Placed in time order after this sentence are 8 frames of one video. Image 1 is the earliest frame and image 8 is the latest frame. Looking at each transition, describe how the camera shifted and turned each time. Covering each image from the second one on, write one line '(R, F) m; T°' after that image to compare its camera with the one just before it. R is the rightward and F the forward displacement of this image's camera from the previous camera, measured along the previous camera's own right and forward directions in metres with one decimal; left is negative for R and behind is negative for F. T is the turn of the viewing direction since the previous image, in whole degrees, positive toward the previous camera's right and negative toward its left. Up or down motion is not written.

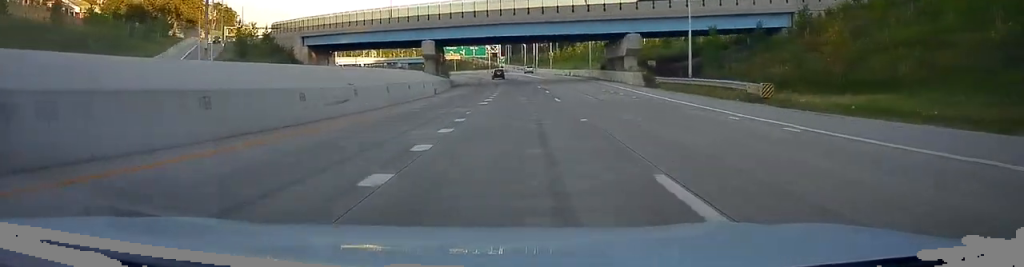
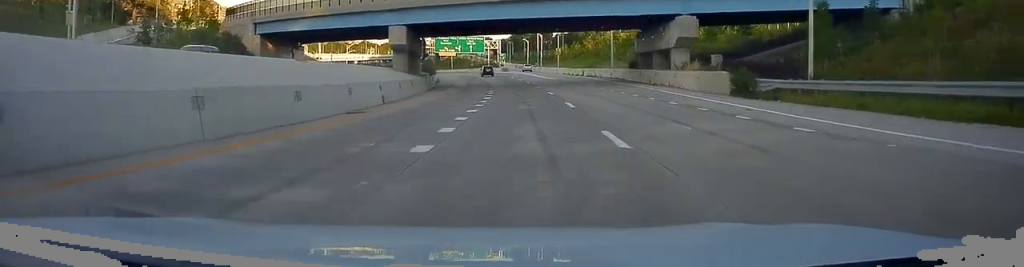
(-0.3, +18.6) m; -2°
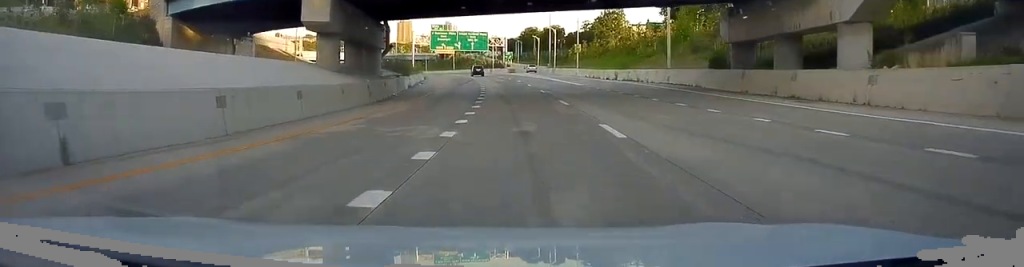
(-0.2, +22.9) m; -1°
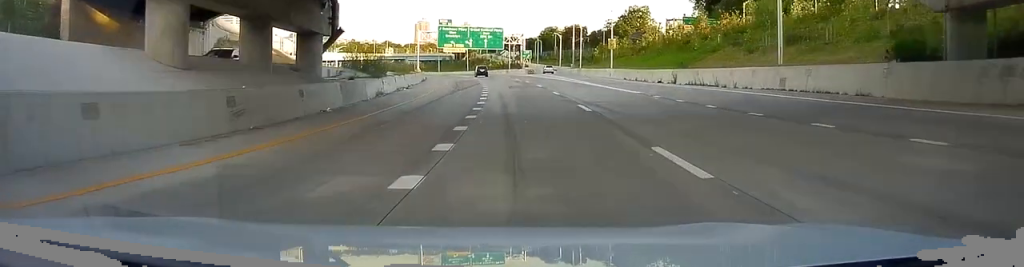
(-0.2, +17.3) m; -1°
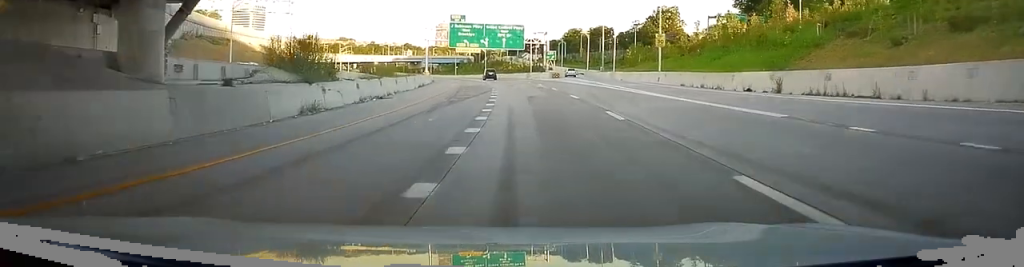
(-0.1, +15.4) m; -1°
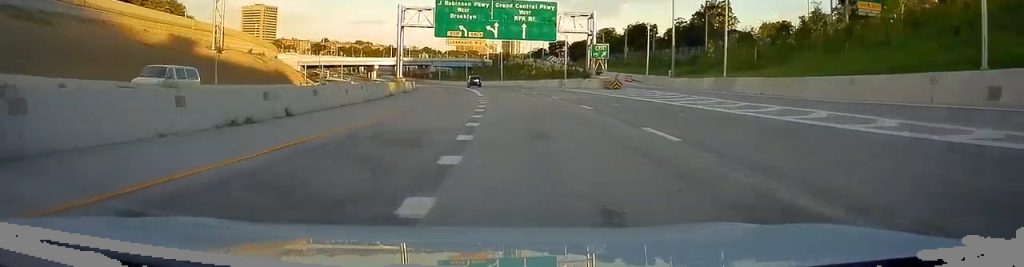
(-1.7, +41.0) m; -5°
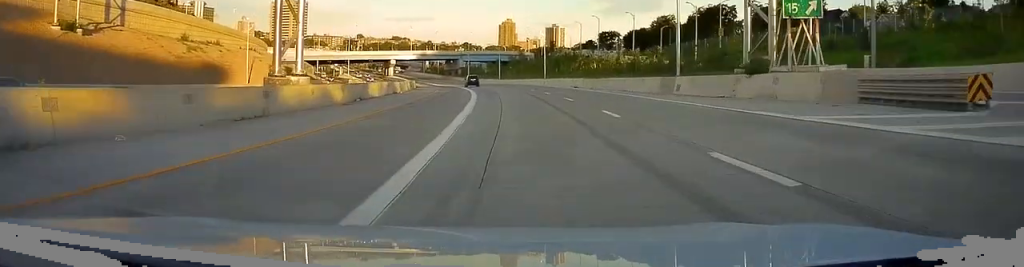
(-1.6, +41.2) m; -3°
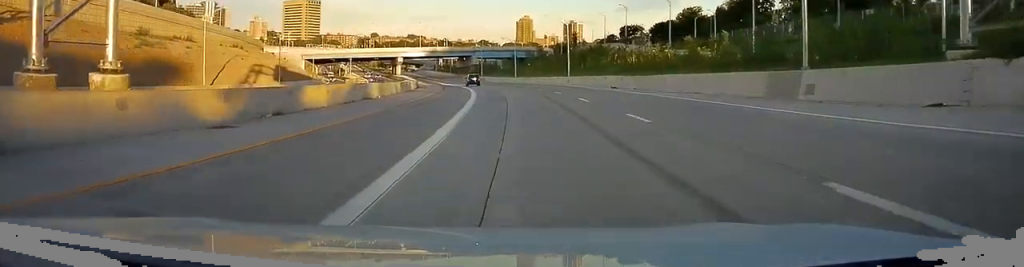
(0.0, +15.6) m; -1°
